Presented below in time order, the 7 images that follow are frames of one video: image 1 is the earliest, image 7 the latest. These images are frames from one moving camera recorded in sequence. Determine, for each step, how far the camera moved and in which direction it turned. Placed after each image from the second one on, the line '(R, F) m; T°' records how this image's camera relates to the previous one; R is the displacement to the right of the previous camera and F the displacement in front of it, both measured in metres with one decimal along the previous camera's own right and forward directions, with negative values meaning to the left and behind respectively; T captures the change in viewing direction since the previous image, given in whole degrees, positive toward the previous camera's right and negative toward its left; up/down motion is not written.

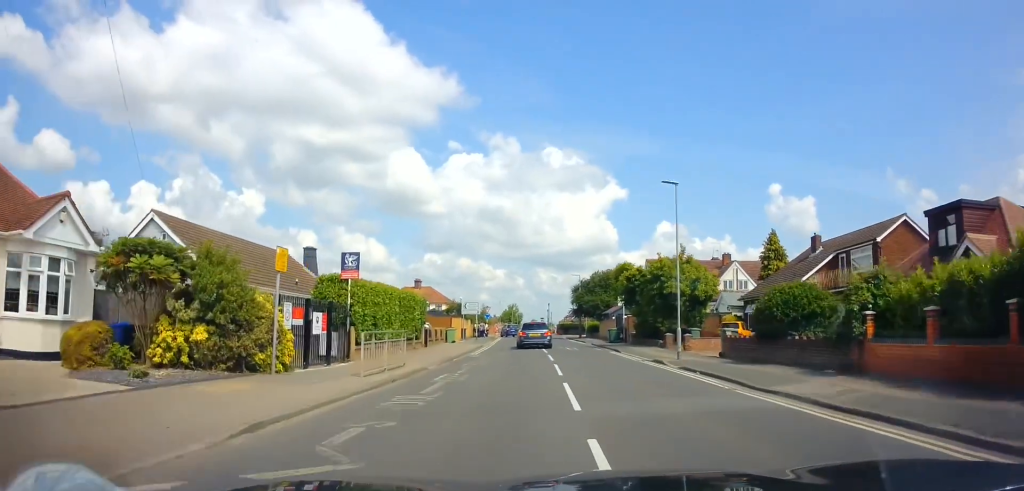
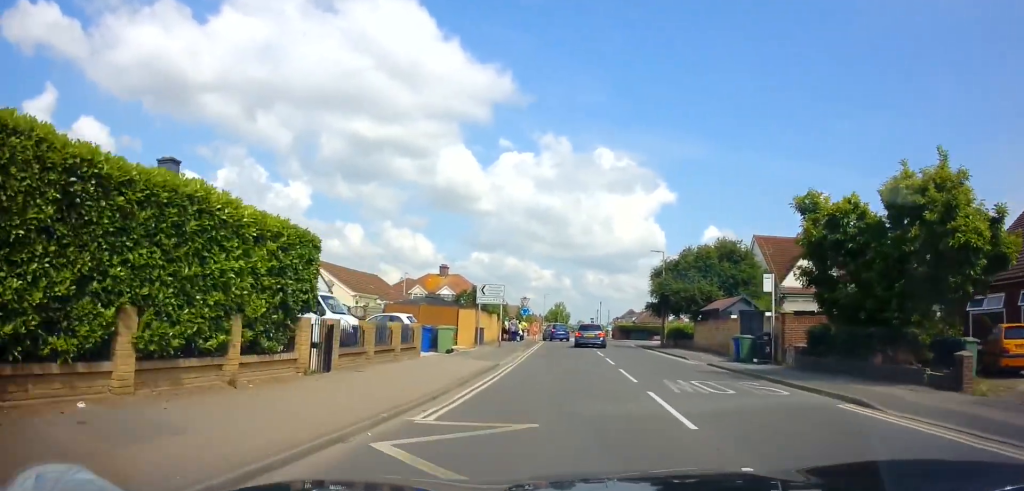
(-0.9, +19.3) m; -4°
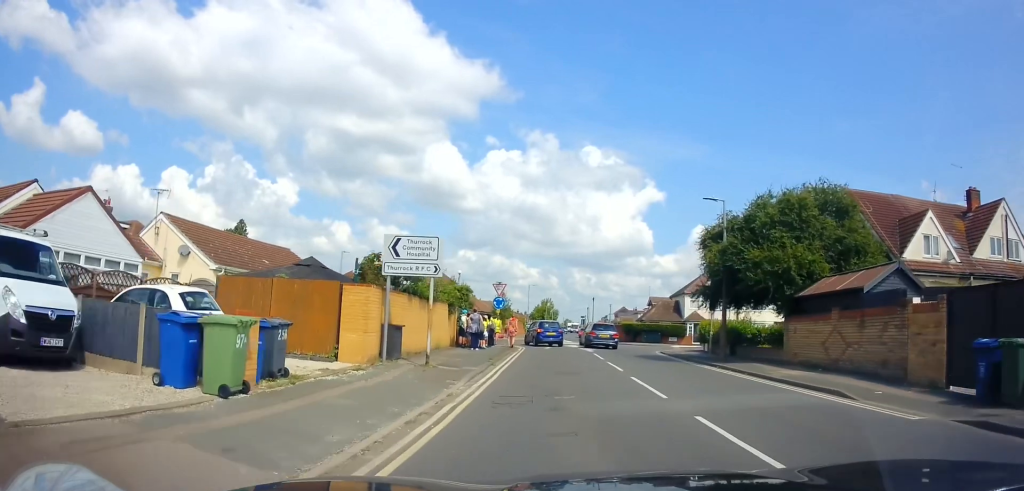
(+0.2, +15.3) m; +2°
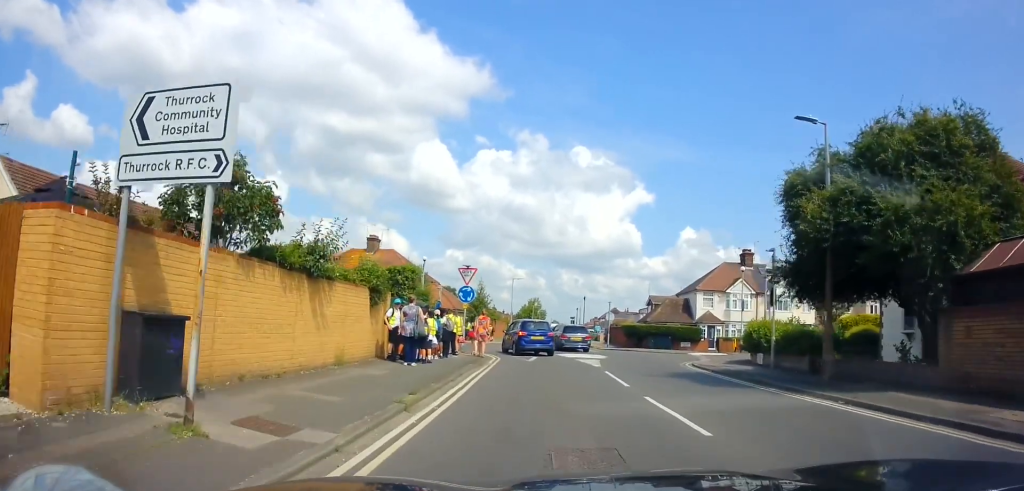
(0.0, +9.4) m; +1°
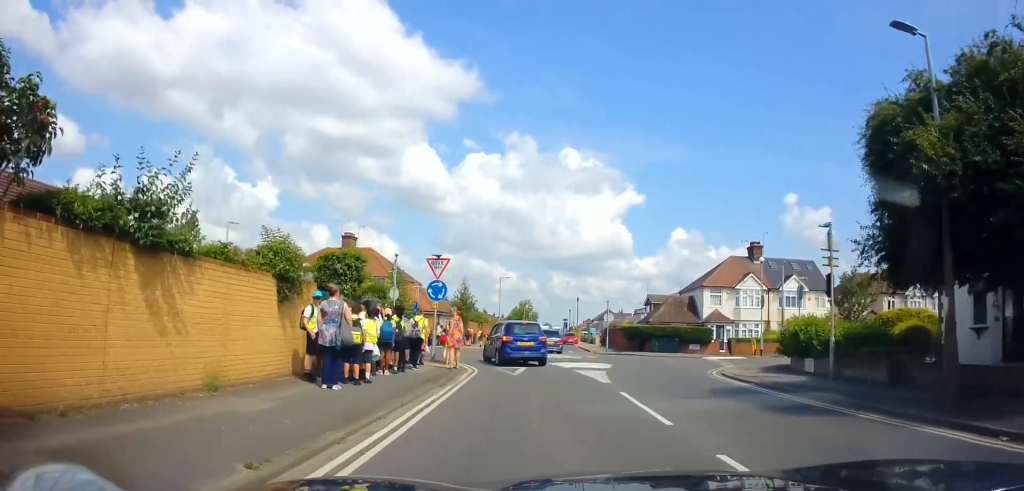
(+0.1, +4.9) m; -1°
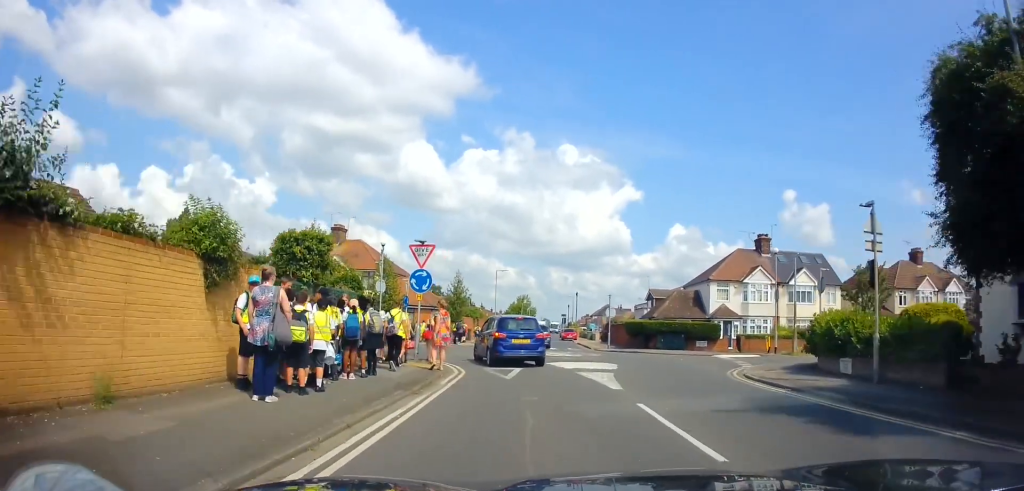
(0.0, +2.7) m; -1°
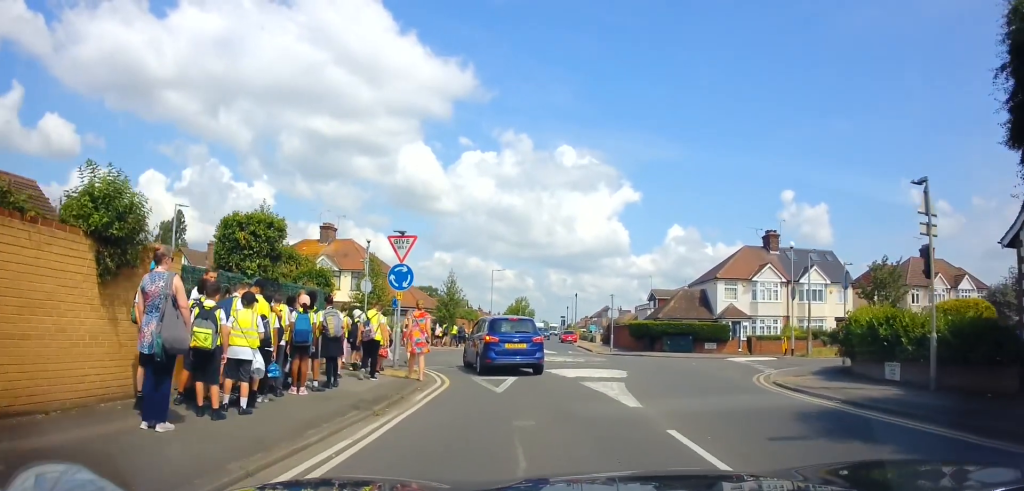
(-0.2, +2.2) m; 0°
